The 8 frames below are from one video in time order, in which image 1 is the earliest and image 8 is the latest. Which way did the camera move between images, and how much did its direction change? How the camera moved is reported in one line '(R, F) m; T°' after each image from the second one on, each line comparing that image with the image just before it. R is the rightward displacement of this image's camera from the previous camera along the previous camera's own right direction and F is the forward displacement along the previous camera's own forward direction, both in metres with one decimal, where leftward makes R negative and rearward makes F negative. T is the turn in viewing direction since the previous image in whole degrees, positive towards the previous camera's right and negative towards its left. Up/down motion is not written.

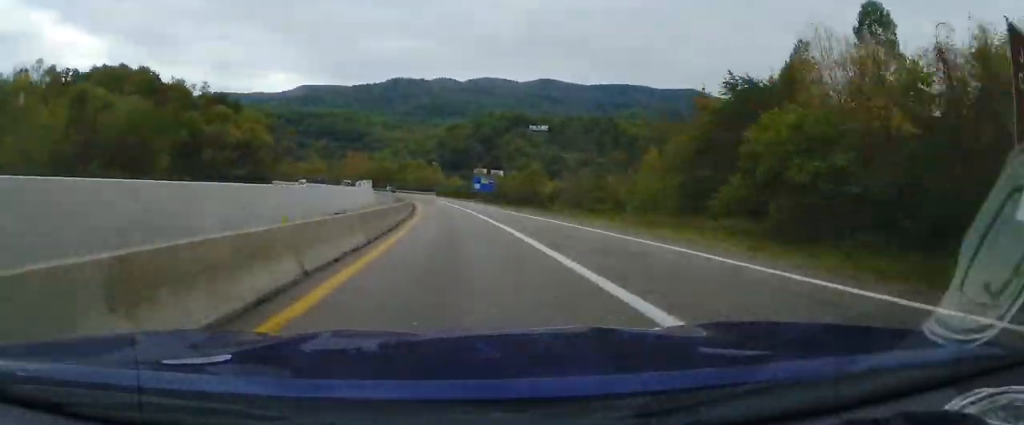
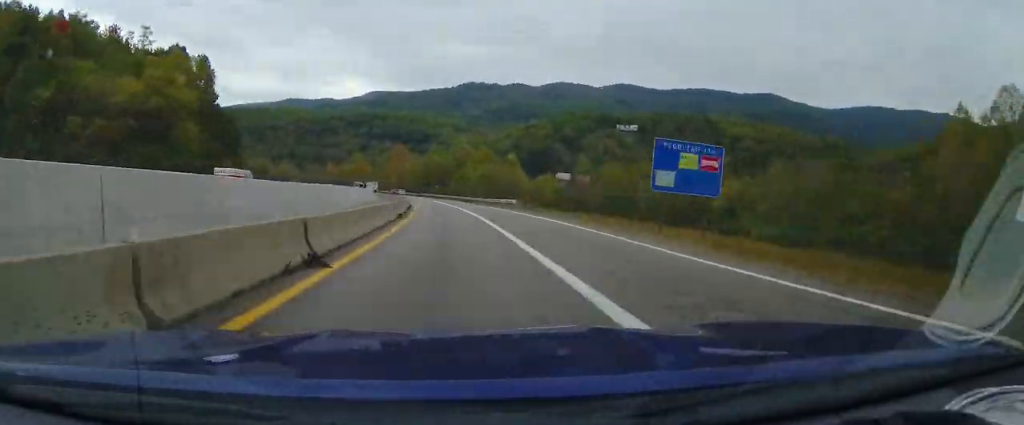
(-4.4, +78.6) m; -8°
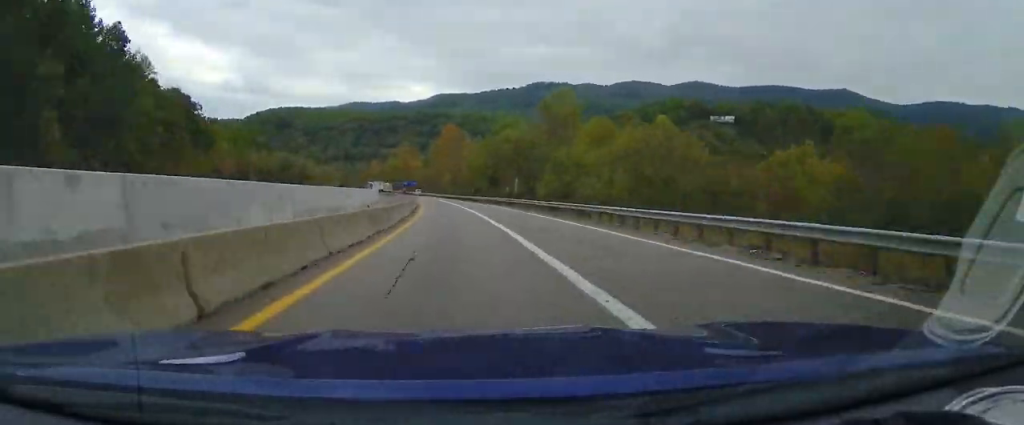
(-7.2, +74.0) m; -7°
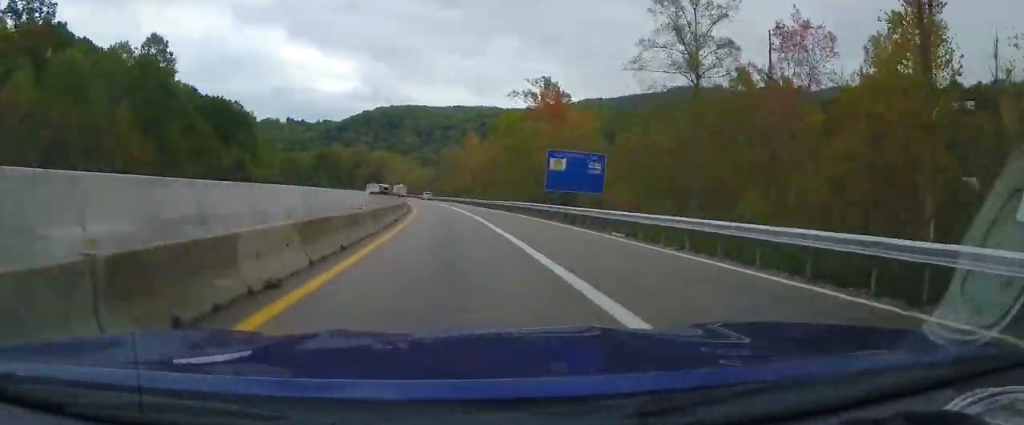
(-20.2, +156.5) m; -15°
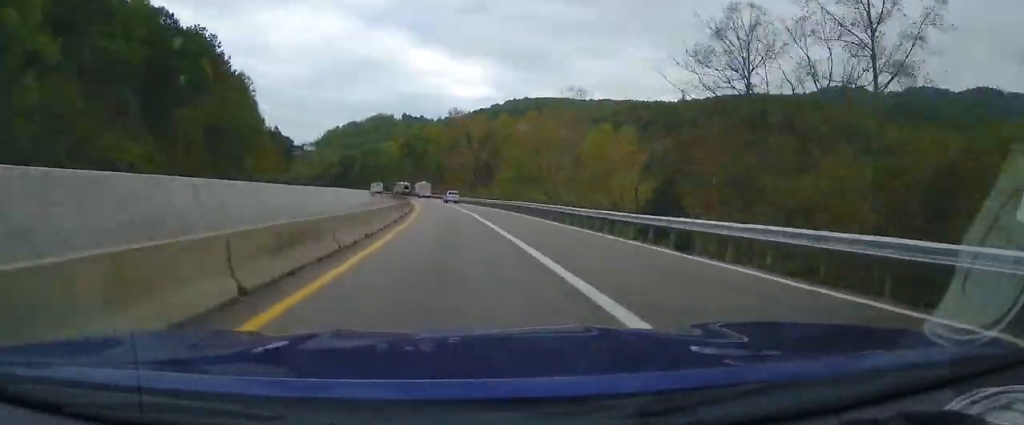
(-17.8, +148.0) m; -13°
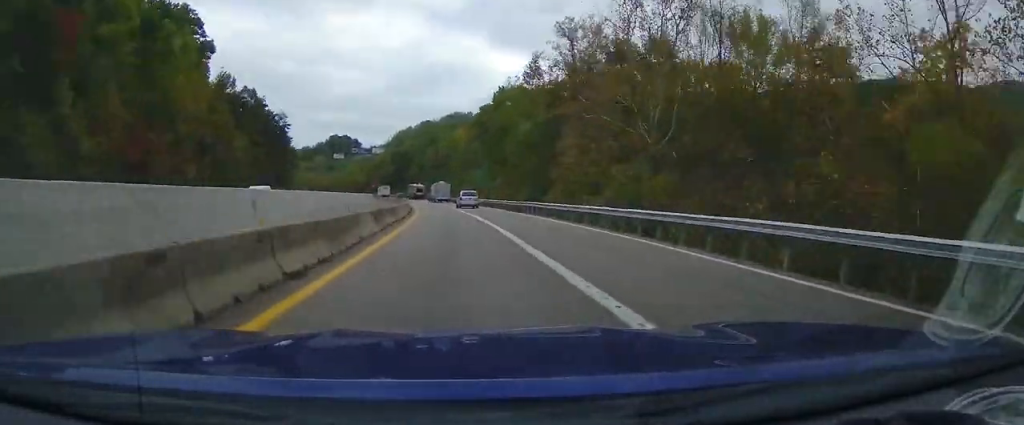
(-5.8, +88.4) m; -8°
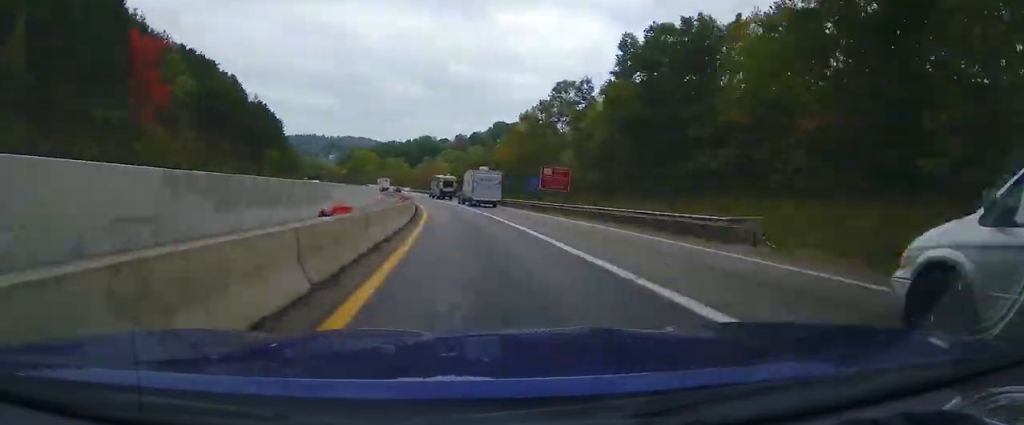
(-32.7, +196.0) m; -19°
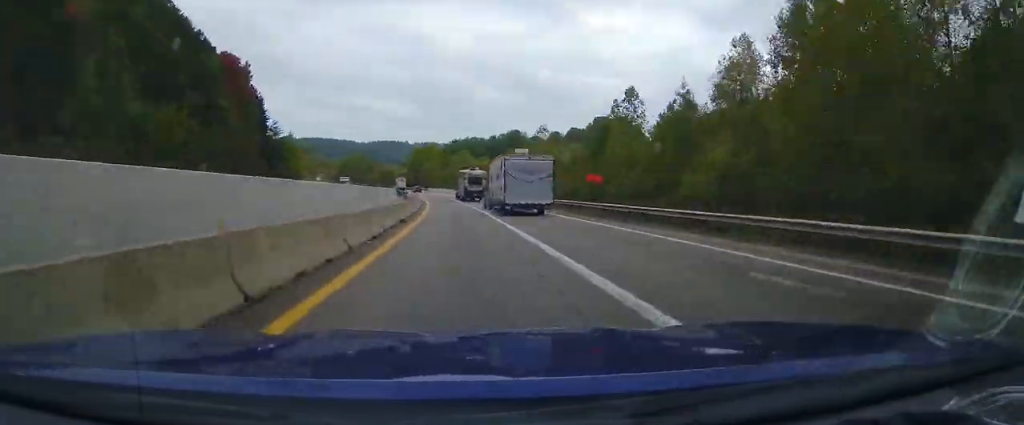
(-7.0, +86.9) m; -8°
